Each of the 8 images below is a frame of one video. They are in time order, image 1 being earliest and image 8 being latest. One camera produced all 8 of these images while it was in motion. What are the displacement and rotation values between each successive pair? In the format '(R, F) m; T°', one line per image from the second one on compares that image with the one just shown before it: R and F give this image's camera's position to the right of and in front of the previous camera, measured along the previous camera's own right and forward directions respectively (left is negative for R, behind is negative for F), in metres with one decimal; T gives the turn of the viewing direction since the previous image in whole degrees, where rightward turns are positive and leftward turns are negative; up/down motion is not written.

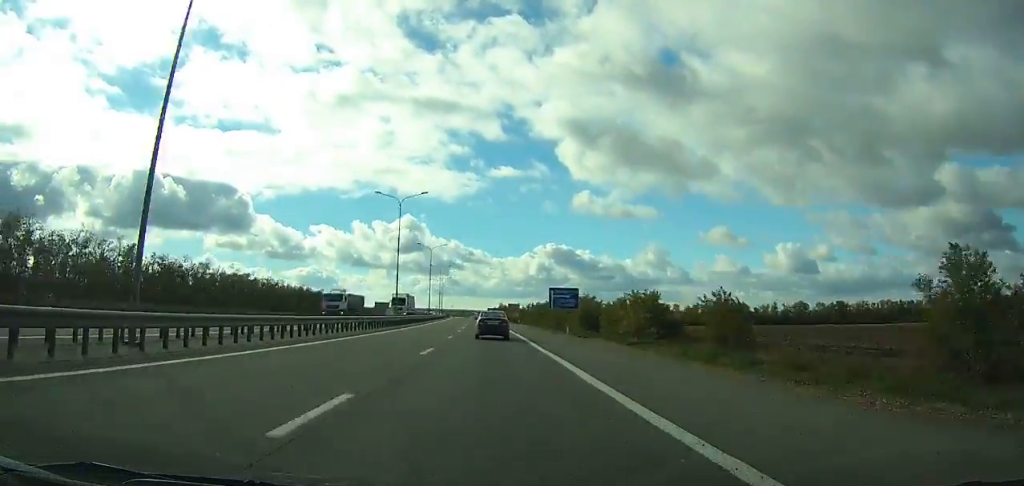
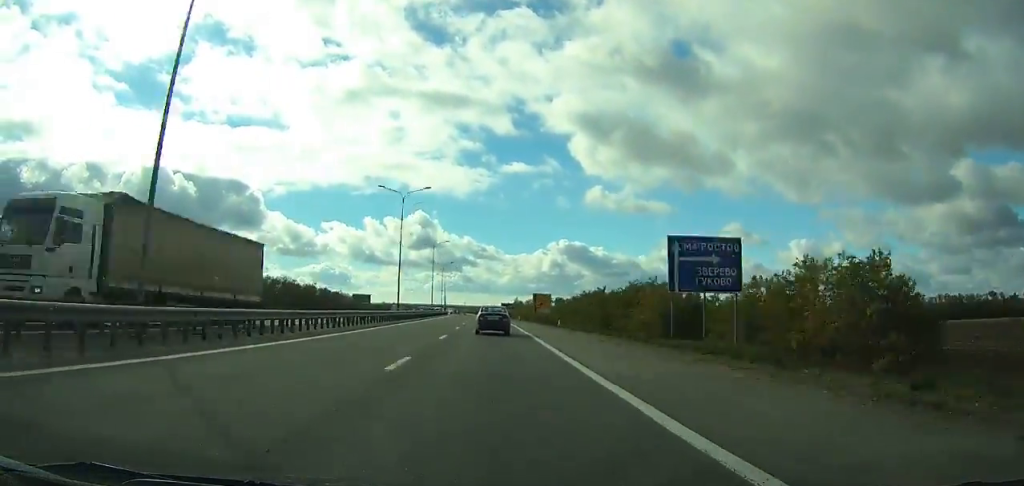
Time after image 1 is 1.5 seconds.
(-1.0, +42.1) m; -1°
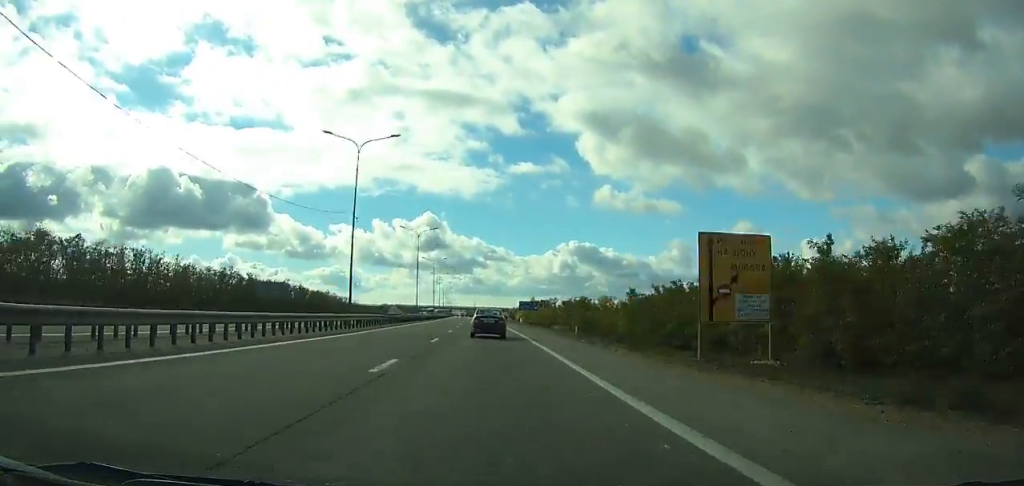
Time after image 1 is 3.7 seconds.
(-0.5, +60.4) m; 0°
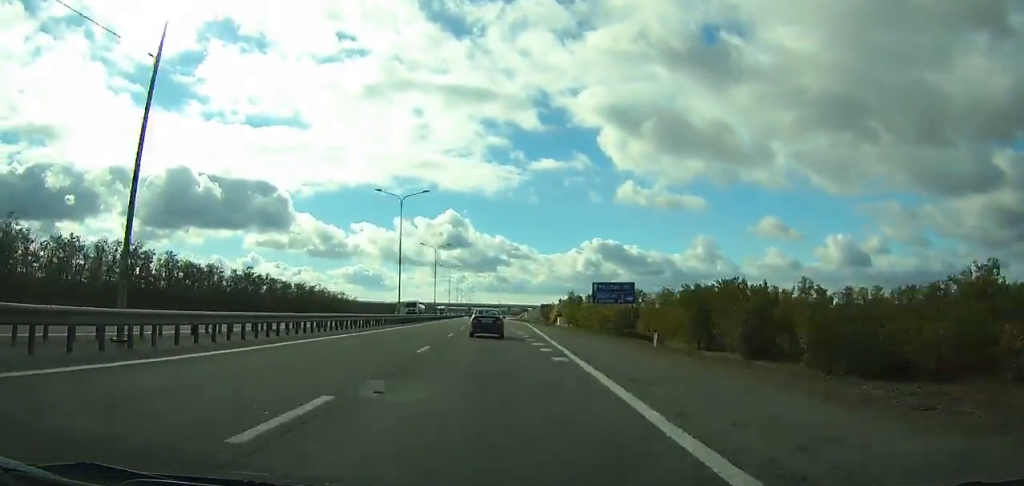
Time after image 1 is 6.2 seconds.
(0.0, +67.4) m; -1°
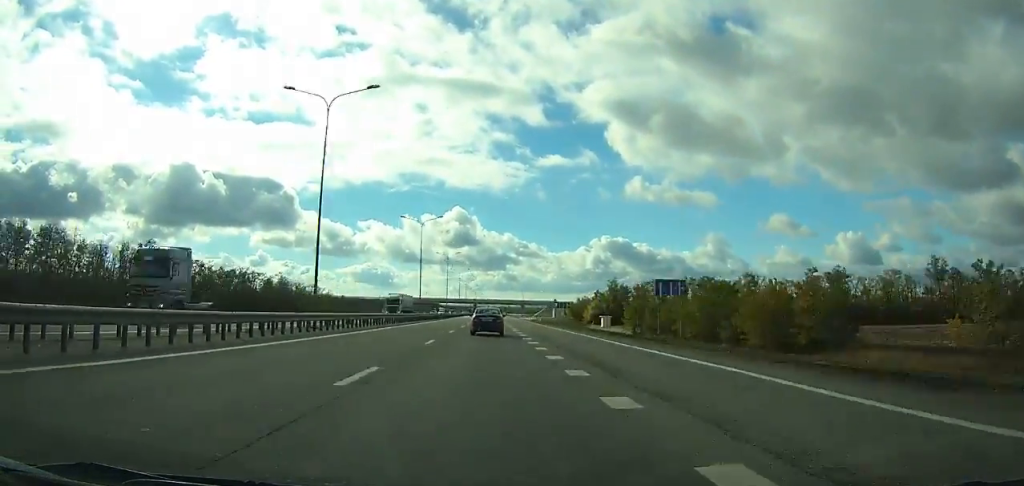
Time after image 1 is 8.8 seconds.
(-0.3, +68.9) m; -2°
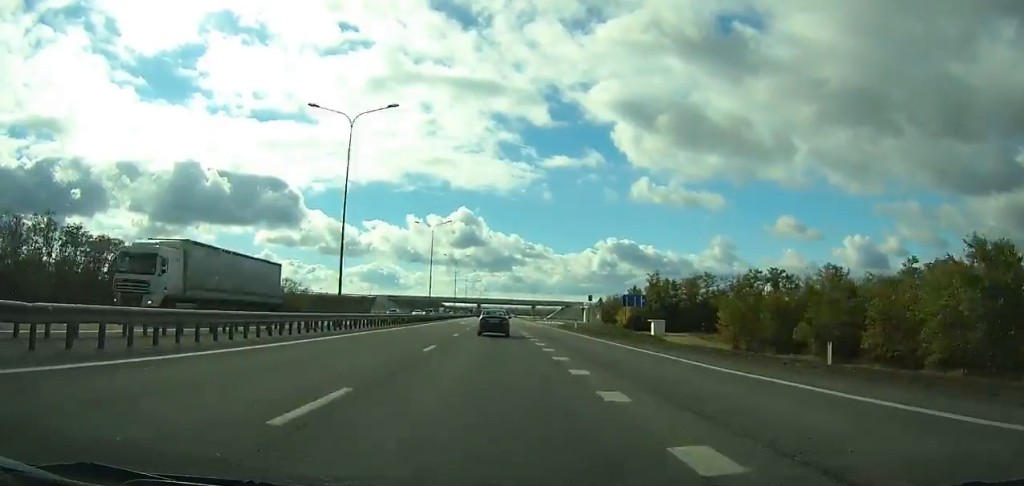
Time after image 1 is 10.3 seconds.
(-1.1, +39.3) m; -1°
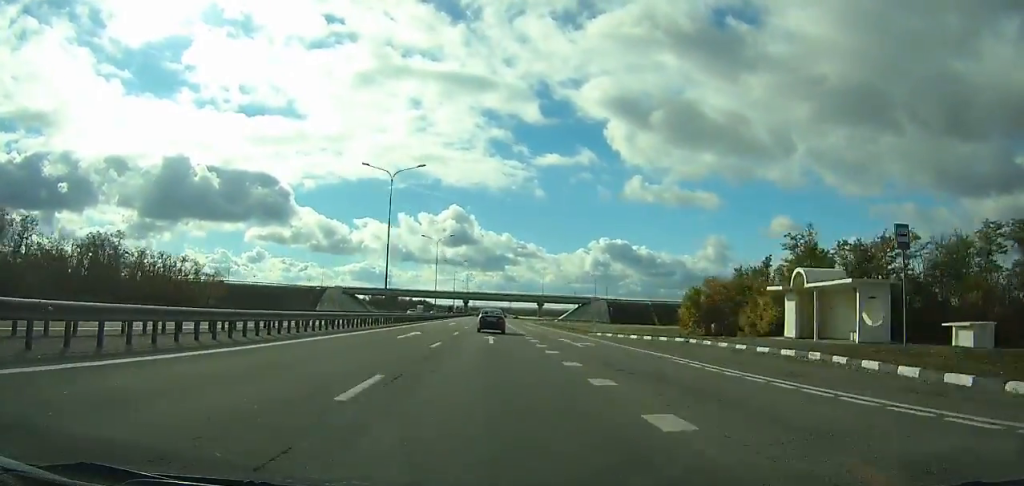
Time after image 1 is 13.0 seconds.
(-0.7, +70.6) m; 0°
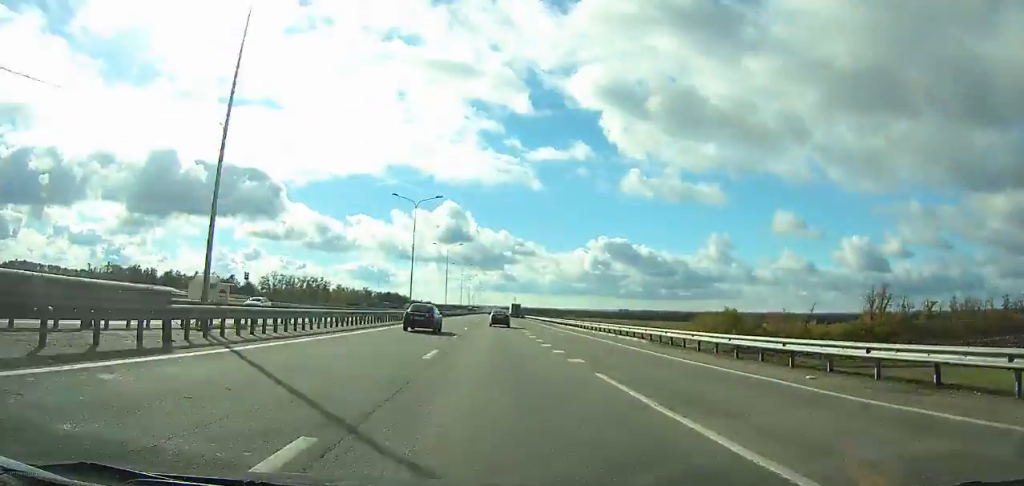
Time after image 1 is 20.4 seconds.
(+0.9, +195.8) m; +1°
